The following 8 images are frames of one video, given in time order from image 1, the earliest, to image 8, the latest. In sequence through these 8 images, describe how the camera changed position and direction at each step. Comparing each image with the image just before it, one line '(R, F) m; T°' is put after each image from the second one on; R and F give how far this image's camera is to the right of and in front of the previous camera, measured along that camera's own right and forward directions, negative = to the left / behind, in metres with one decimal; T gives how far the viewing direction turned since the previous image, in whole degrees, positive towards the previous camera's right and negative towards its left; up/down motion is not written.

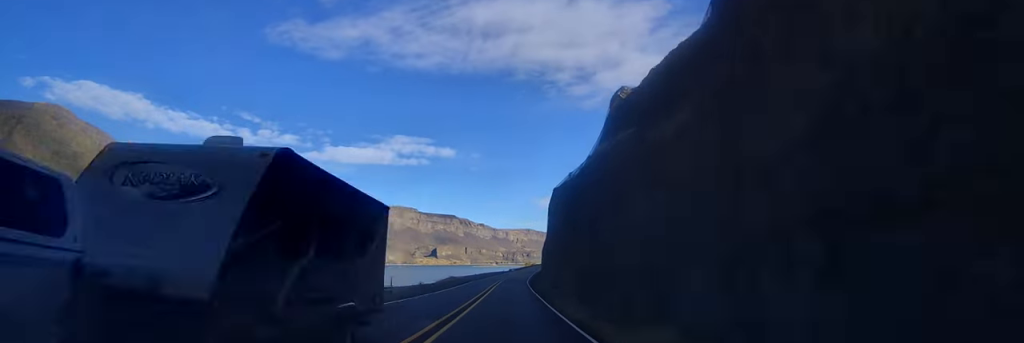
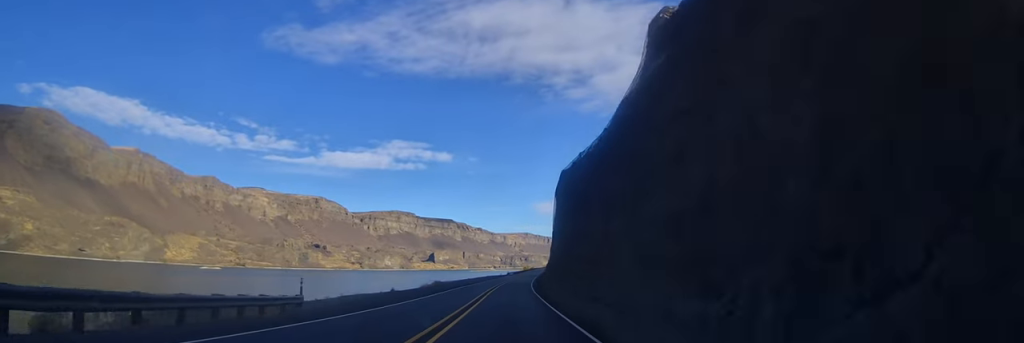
(0.0, +17.5) m; 0°
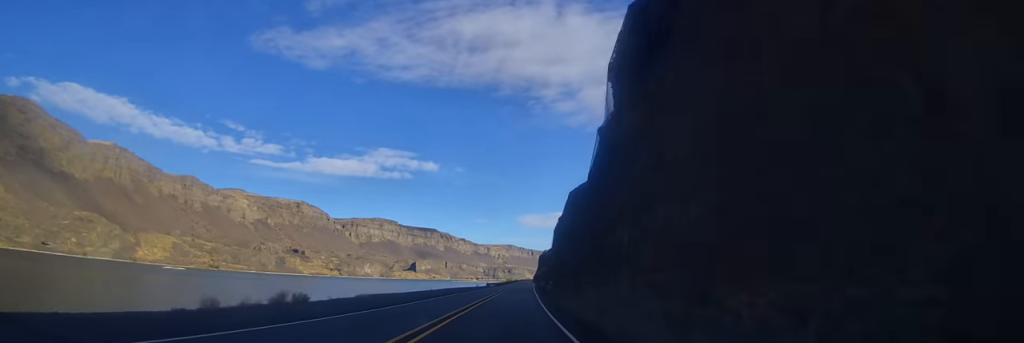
(-0.3, +51.6) m; 0°
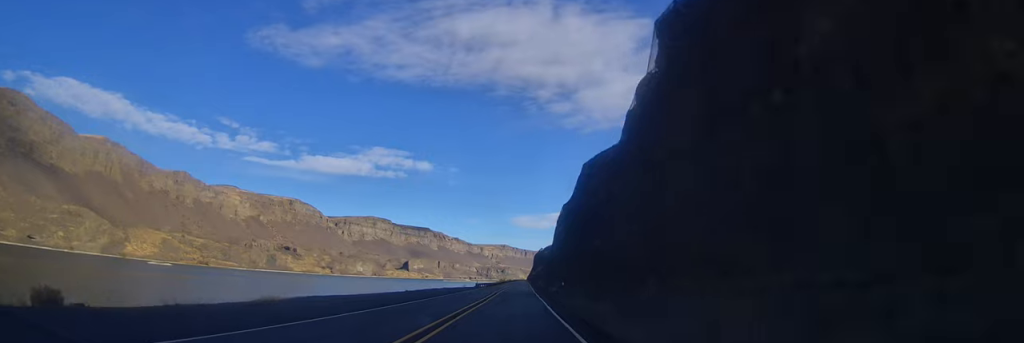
(+0.2, +19.5) m; 0°
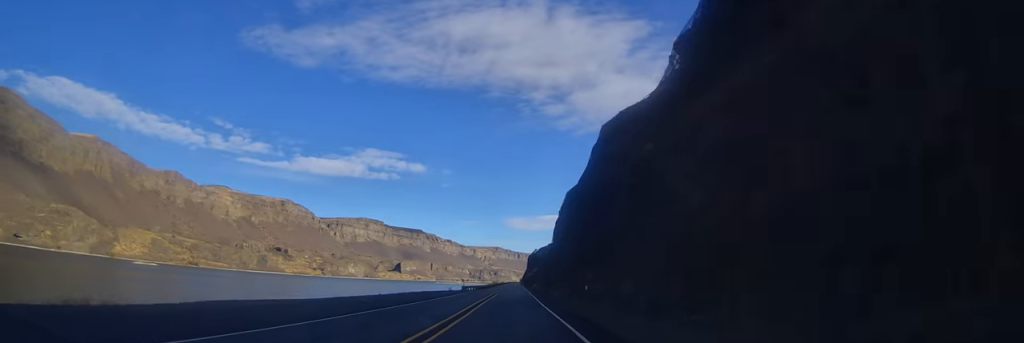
(0.0, +15.8) m; +1°
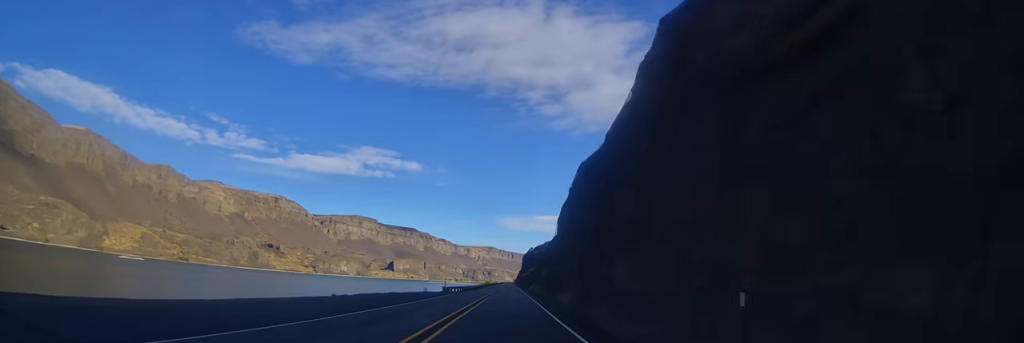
(-0.1, +18.7) m; +1°
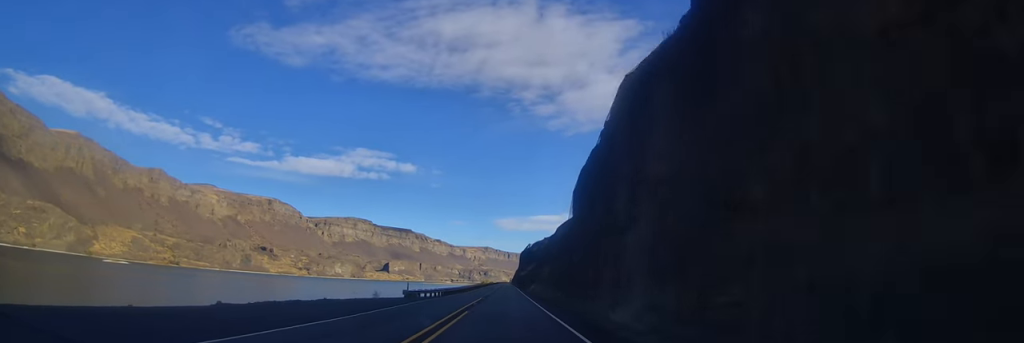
(+0.7, +24.4) m; +1°
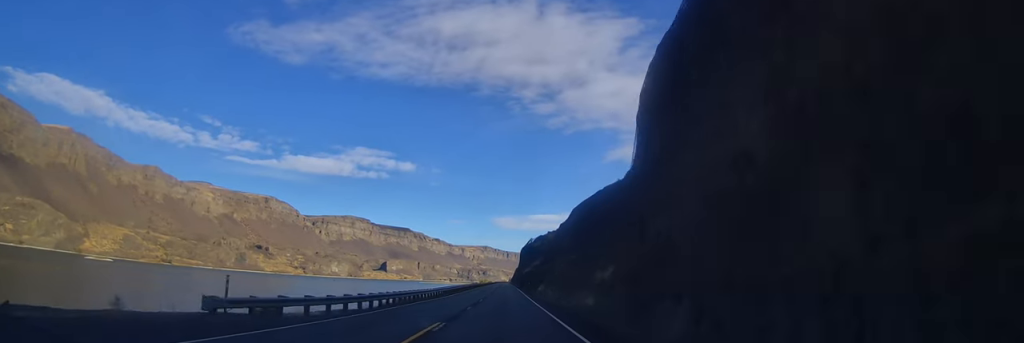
(-0.3, +29.8) m; 0°
